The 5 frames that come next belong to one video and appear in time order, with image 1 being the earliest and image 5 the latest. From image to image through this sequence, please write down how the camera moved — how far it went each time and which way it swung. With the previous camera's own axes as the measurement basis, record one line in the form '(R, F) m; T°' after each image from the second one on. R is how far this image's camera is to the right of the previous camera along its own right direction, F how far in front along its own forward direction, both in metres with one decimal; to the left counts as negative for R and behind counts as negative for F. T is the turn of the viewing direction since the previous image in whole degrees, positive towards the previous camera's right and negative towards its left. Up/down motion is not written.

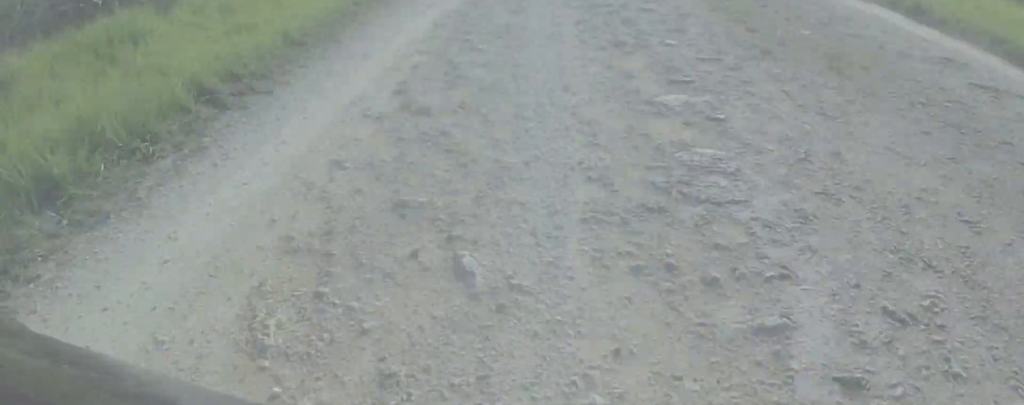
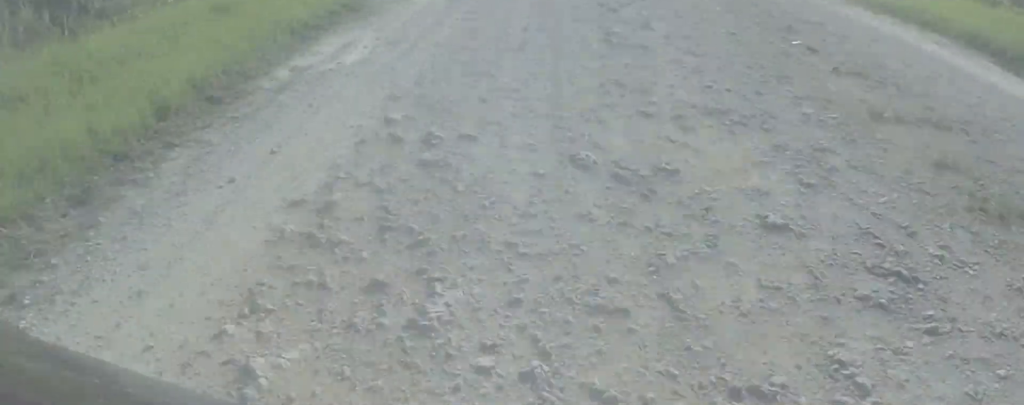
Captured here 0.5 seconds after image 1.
(+0.2, +4.9) m; 0°
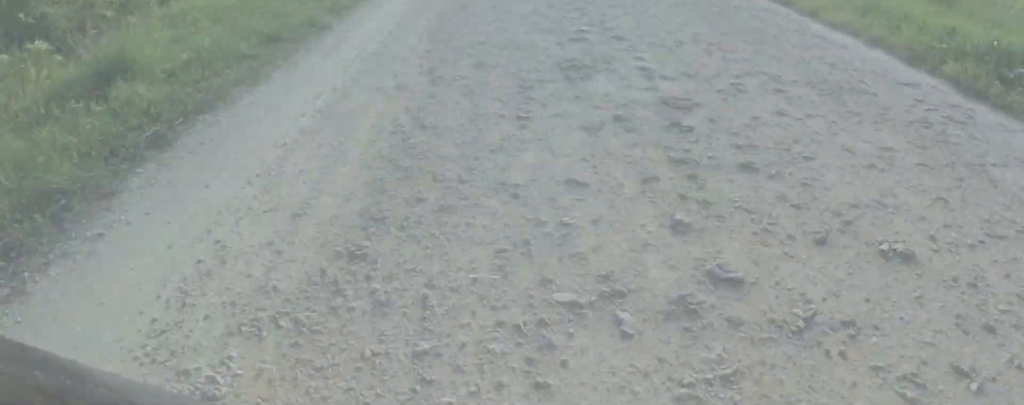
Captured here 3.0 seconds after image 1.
(-0.7, +24.2) m; -1°
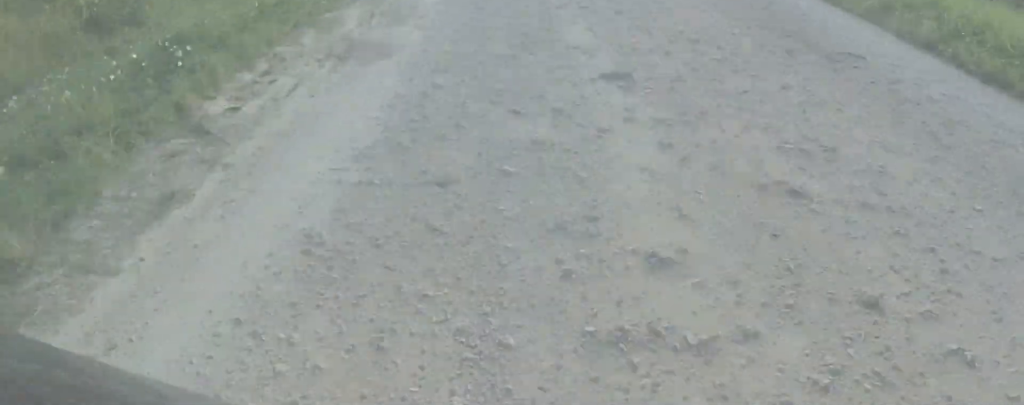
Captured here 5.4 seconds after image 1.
(+0.2, +23.9) m; +1°
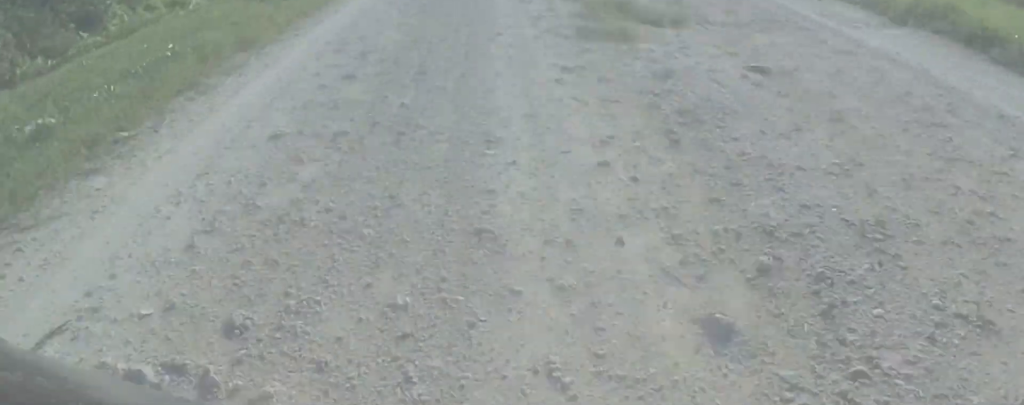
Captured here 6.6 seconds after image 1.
(+0.4, +11.3) m; -3°
